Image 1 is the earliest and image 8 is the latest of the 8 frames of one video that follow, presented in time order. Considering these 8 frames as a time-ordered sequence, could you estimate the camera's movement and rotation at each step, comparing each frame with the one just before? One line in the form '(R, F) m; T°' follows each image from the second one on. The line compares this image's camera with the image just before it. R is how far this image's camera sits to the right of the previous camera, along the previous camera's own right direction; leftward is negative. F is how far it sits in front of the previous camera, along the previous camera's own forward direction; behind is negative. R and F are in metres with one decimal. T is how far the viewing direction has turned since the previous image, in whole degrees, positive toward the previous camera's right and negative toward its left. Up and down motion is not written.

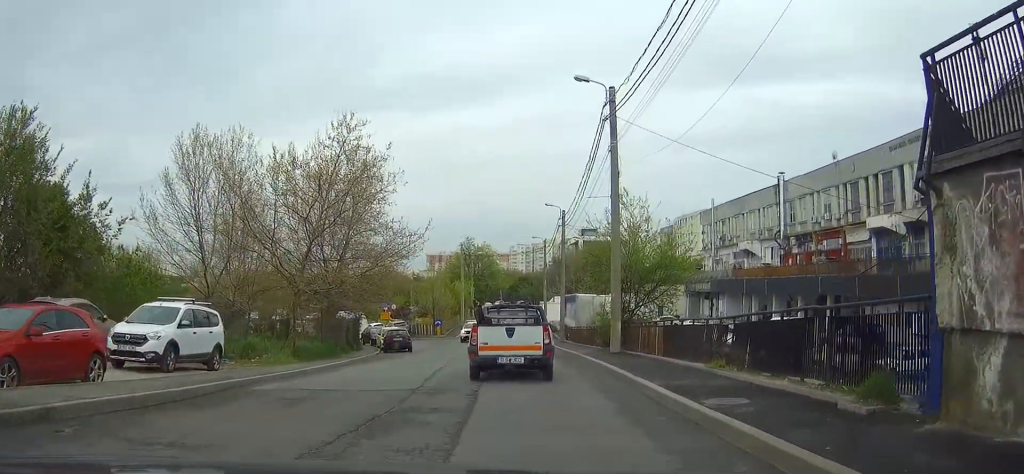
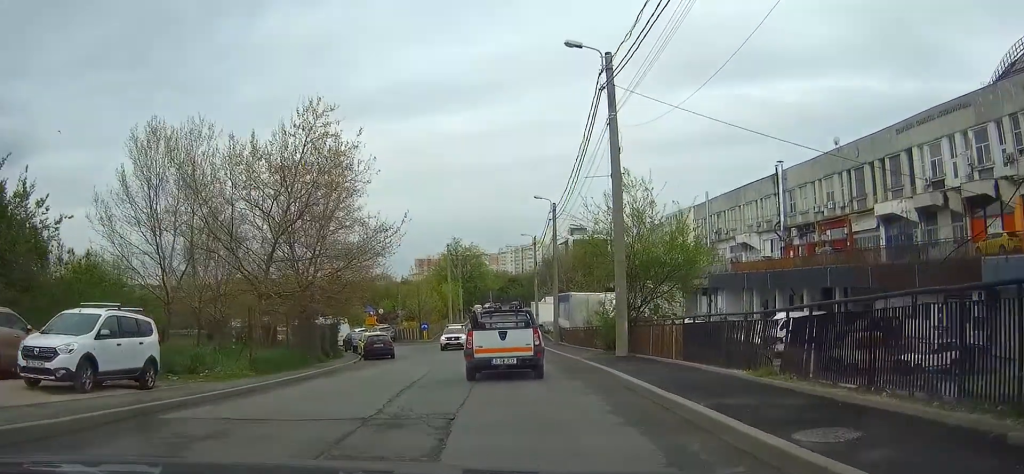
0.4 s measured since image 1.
(0.0, +3.1) m; +2°
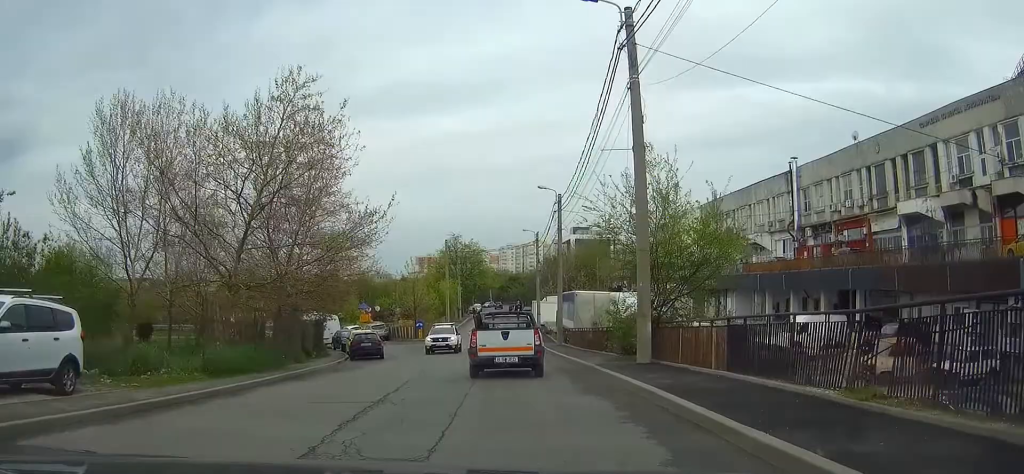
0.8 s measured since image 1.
(0.0, +3.0) m; +2°
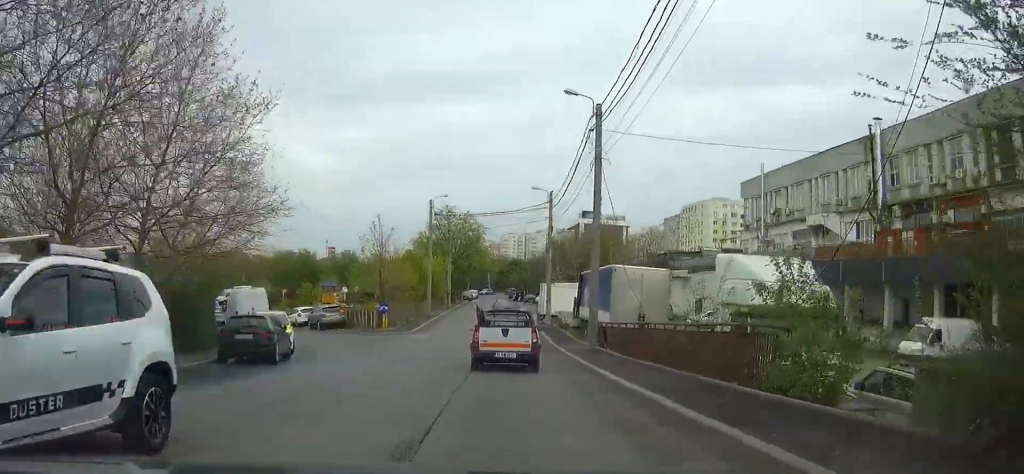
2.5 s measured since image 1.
(+1.1, +15.6) m; +5°
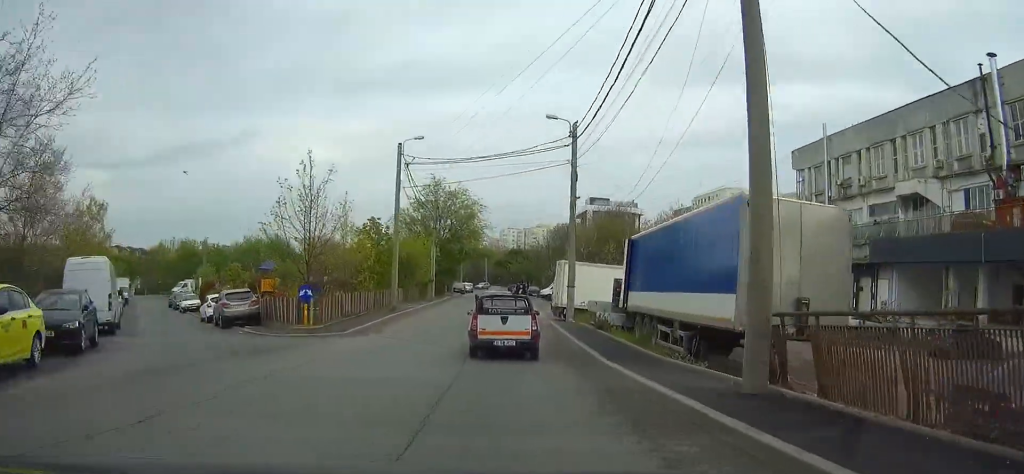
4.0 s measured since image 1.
(0.0, +16.1) m; 0°
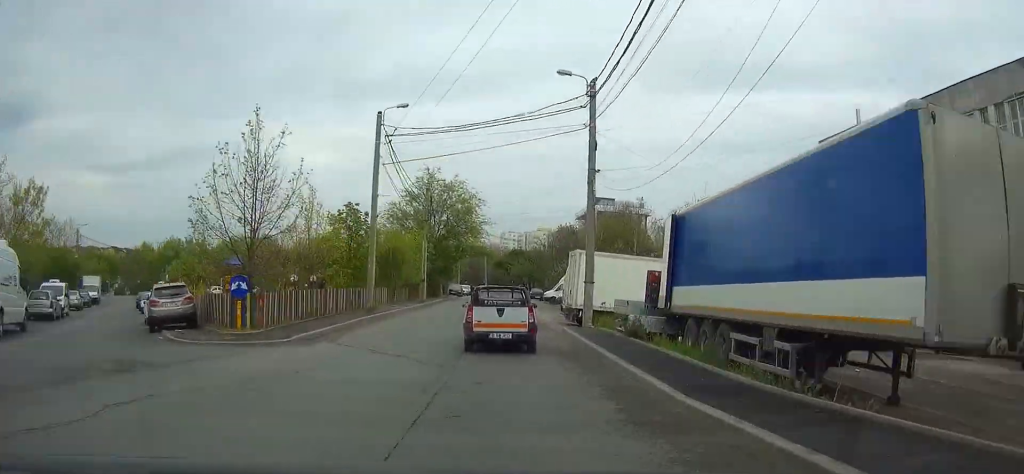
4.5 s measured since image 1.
(0.0, +6.6) m; 0°
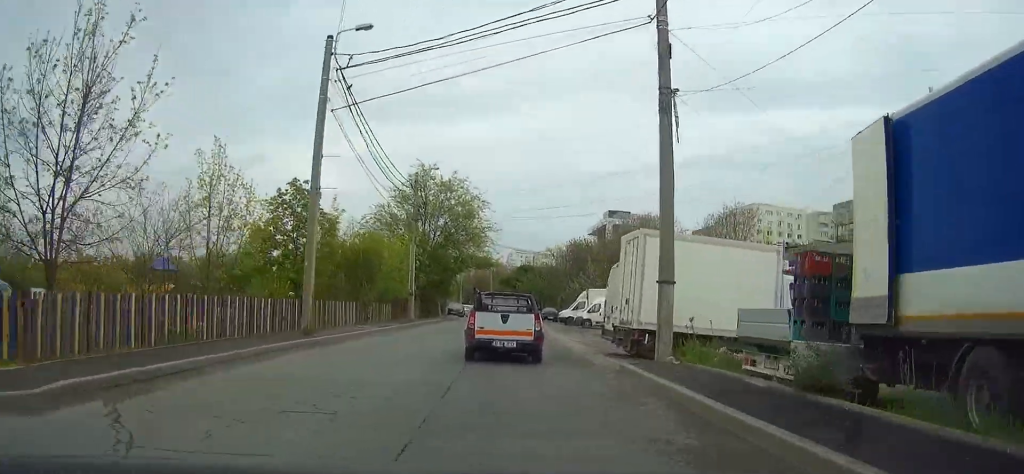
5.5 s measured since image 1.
(0.0, +11.0) m; -1°
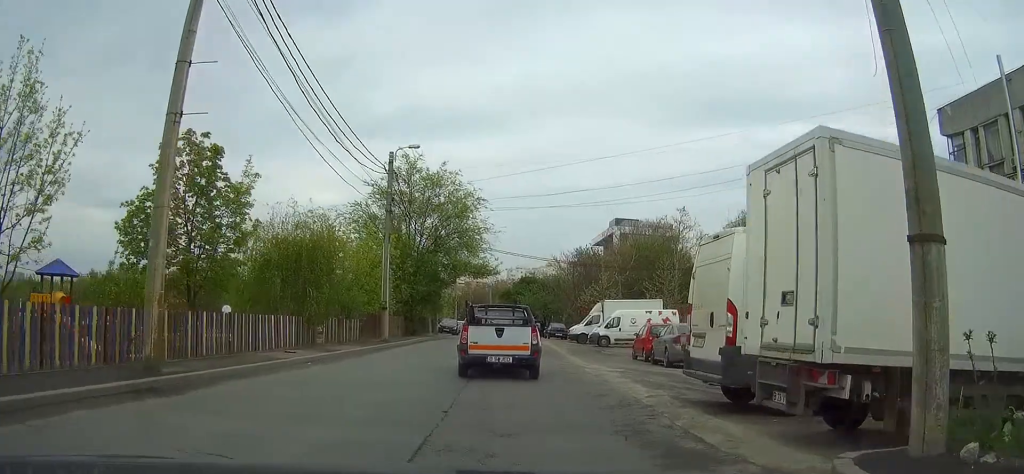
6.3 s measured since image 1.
(-0.1, +9.5) m; -1°
